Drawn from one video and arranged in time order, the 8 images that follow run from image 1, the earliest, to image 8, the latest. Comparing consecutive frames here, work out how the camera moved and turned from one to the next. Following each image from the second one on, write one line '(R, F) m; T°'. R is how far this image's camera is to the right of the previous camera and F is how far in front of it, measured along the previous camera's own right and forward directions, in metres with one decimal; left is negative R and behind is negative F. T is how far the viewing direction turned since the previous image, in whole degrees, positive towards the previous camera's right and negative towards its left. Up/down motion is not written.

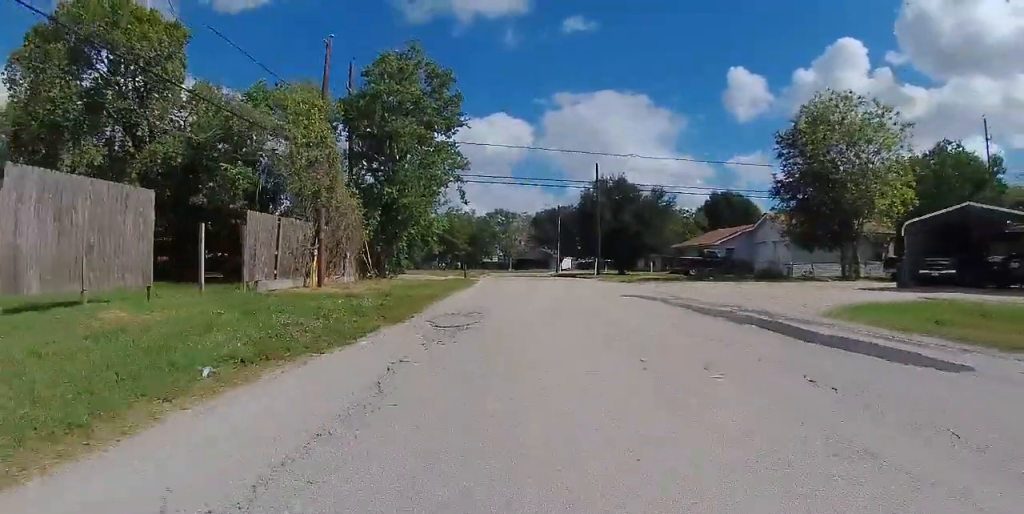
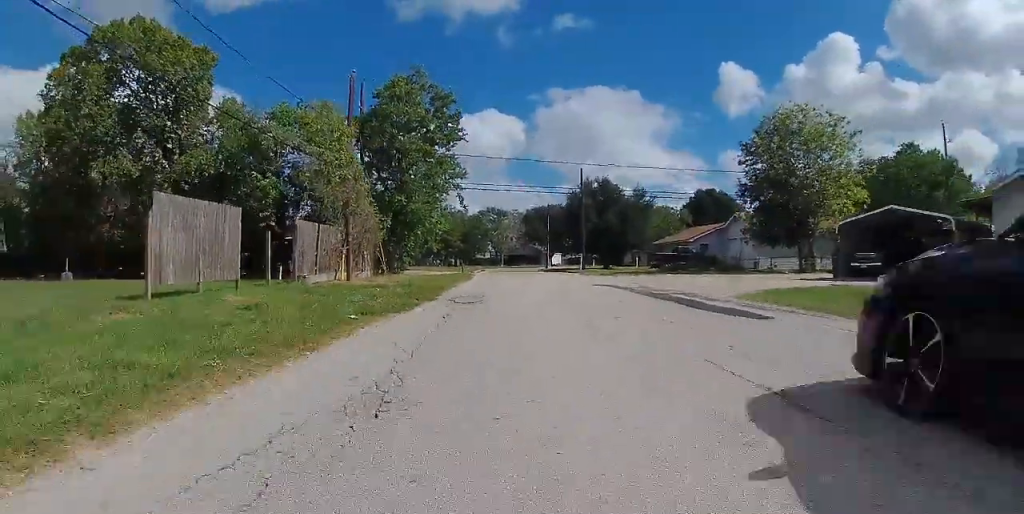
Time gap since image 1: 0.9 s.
(0.0, +4.4) m; 0°
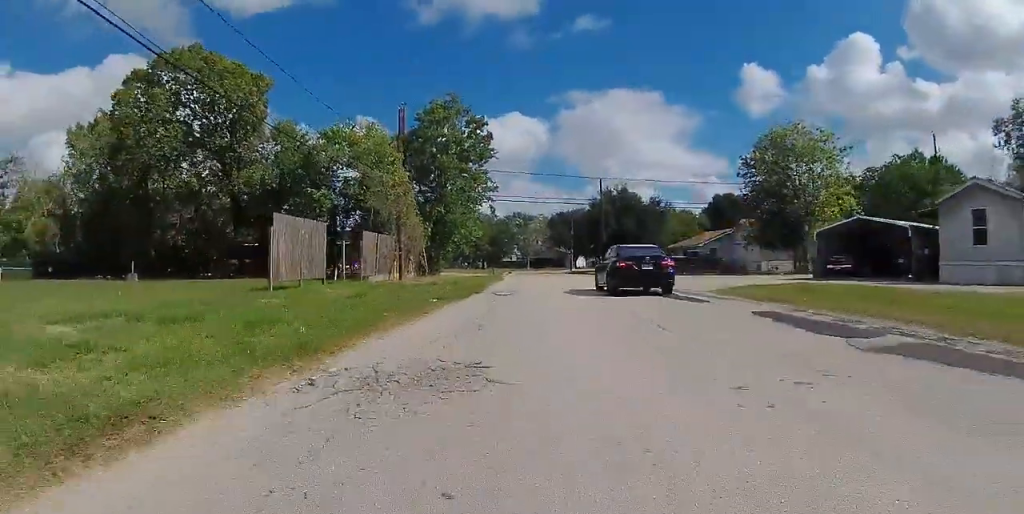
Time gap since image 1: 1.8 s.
(0.0, +4.9) m; 0°
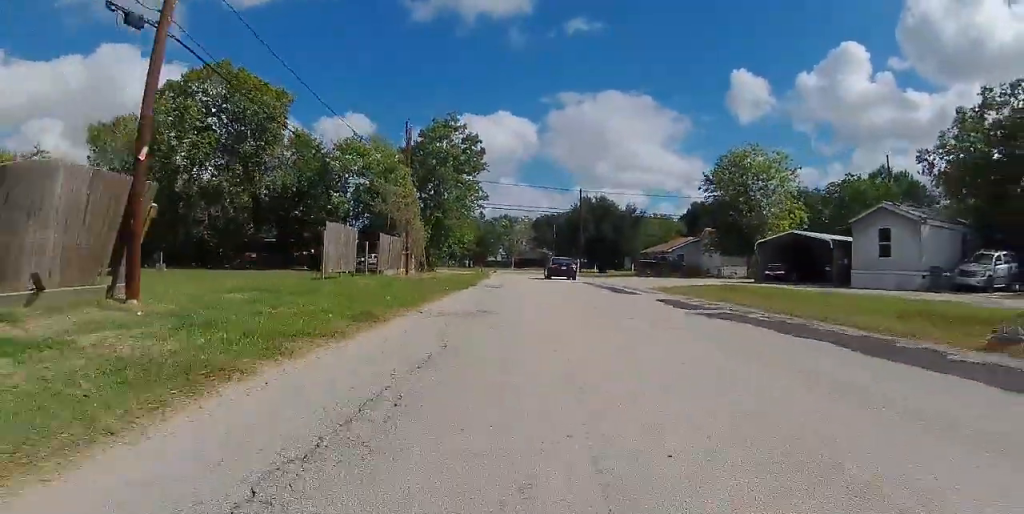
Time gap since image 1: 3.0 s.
(0.0, +6.0) m; 0°
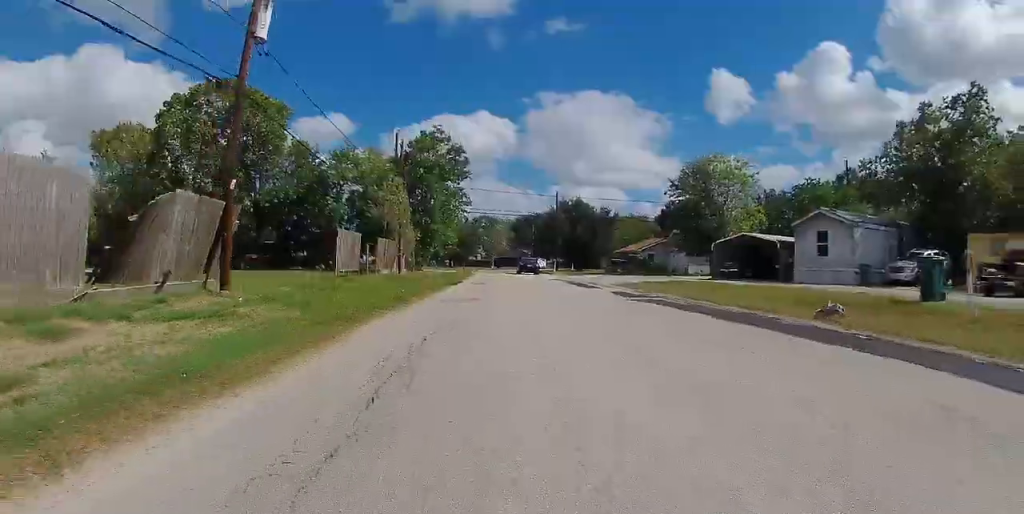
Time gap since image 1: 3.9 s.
(0.0, +4.1) m; 0°
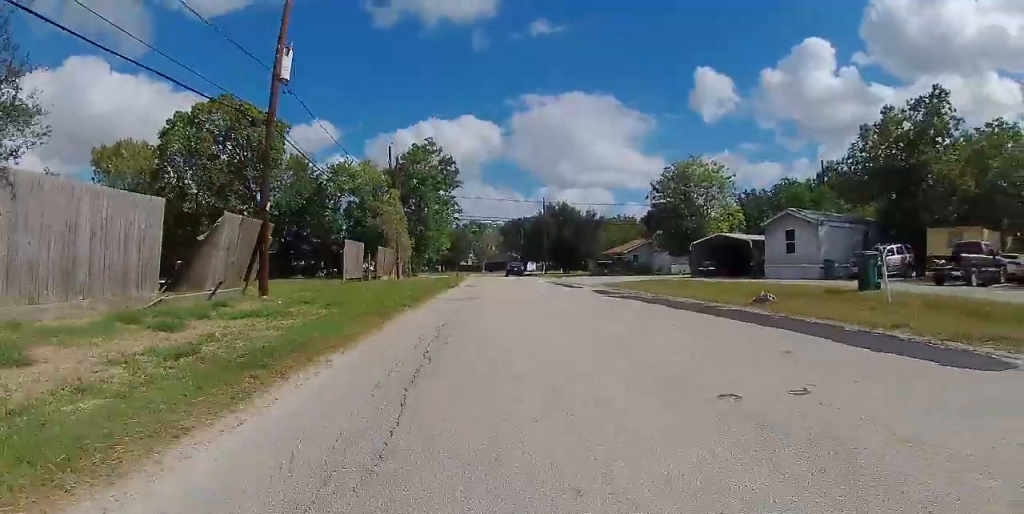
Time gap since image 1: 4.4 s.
(0.0, +2.7) m; 0°
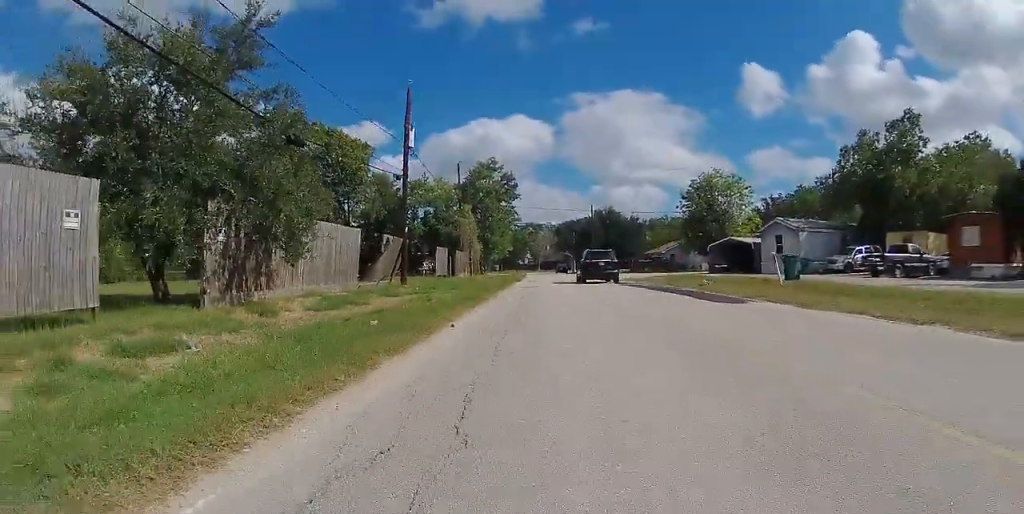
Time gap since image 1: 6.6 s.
(0.0, +10.3) m; -1°
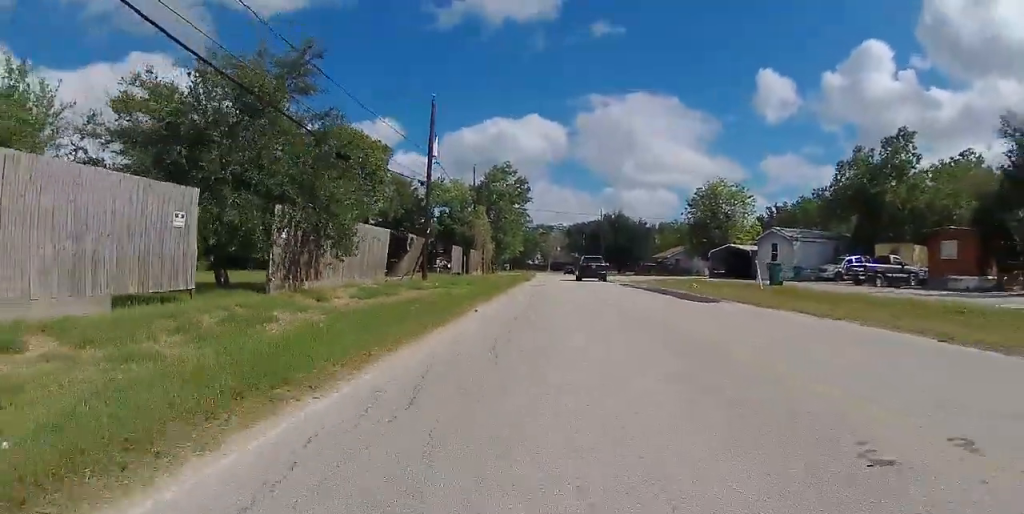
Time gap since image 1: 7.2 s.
(0.0, +3.2) m; -1°
